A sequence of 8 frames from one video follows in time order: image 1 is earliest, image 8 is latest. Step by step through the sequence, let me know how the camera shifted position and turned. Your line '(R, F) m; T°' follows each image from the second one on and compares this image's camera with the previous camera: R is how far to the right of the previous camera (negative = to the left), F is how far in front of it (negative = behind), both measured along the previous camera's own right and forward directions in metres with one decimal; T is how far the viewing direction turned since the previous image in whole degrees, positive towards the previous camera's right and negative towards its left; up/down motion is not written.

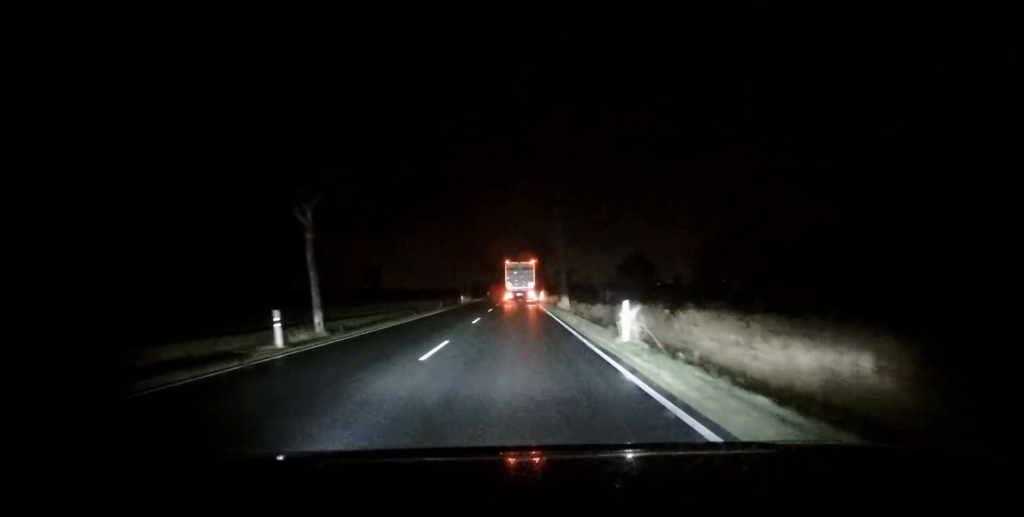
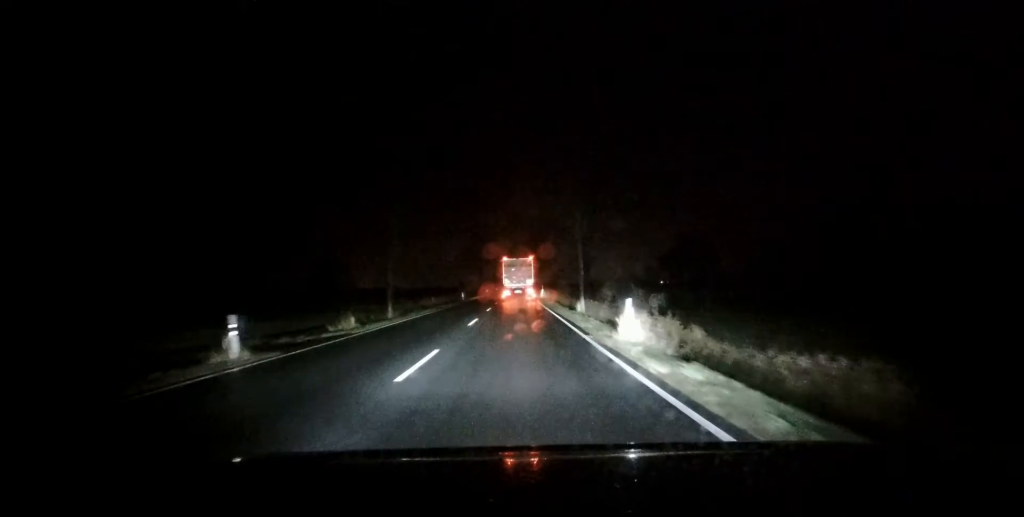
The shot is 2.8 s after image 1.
(0.0, +50.8) m; -1°
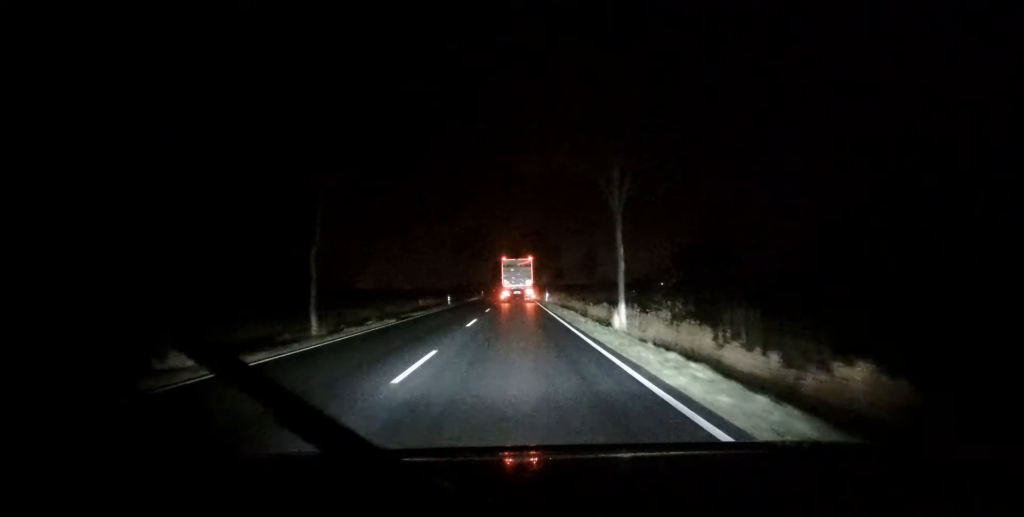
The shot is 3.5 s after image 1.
(-0.1, +12.2) m; 0°
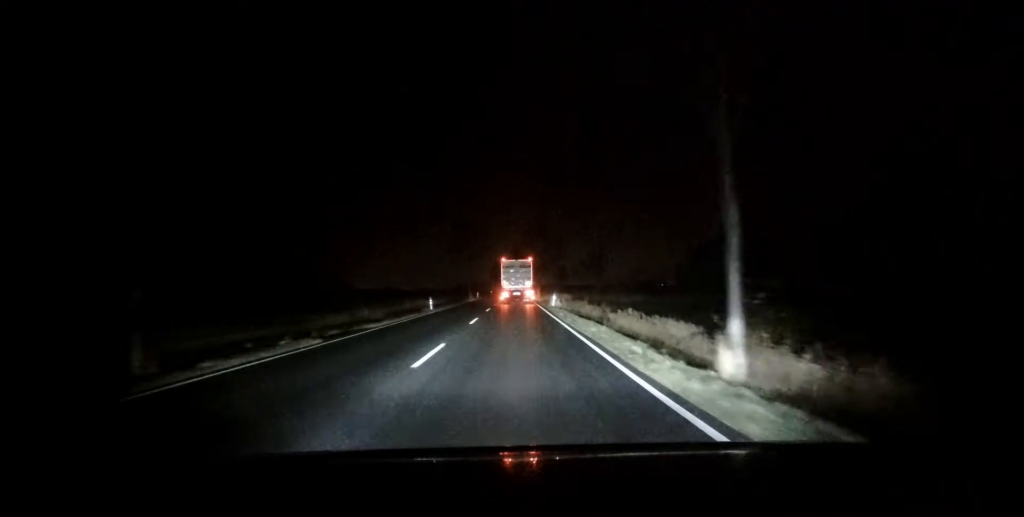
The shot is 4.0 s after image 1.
(-0.2, +10.3) m; 0°
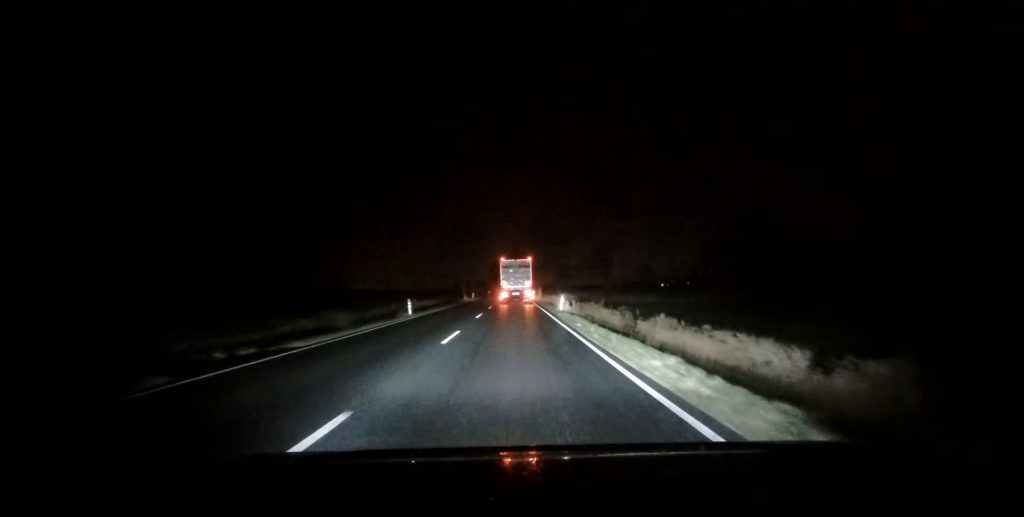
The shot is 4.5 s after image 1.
(+0.1, +7.9) m; 0°
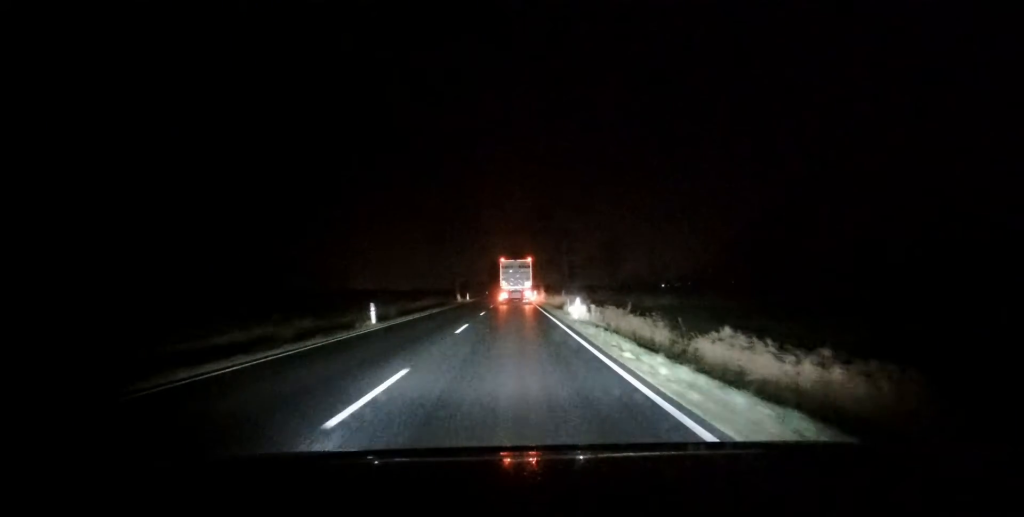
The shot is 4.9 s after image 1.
(+0.1, +8.6) m; 0°
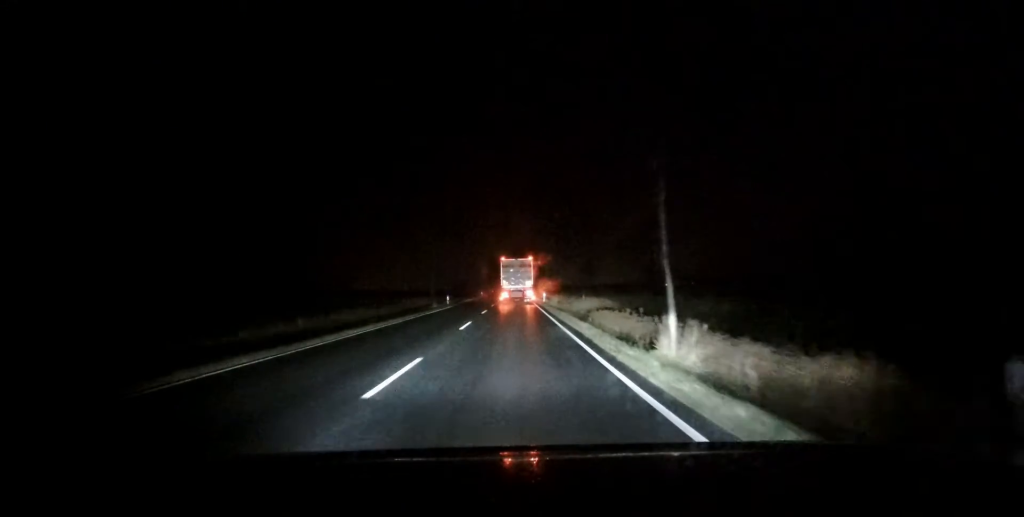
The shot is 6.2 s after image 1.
(+0.1, +22.5) m; 0°
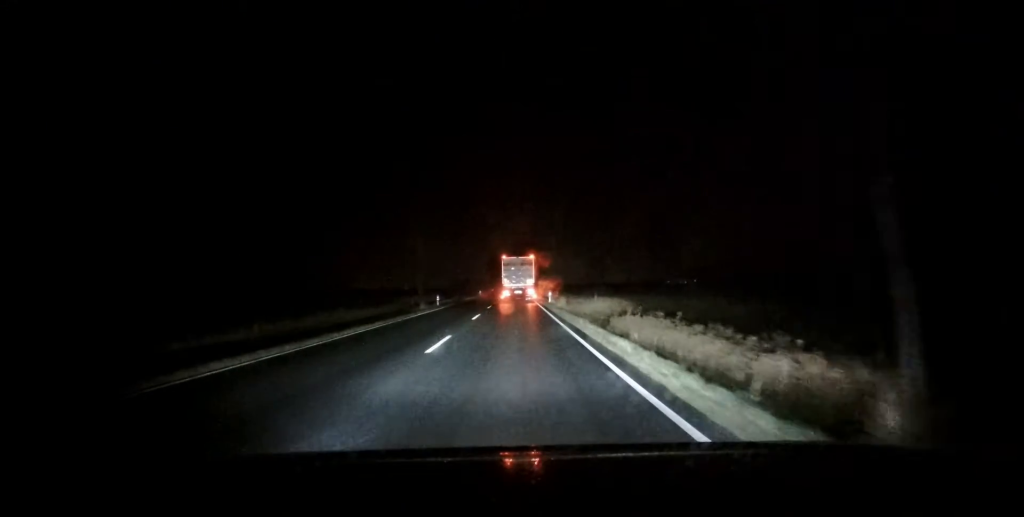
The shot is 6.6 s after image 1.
(0.0, +7.2) m; 0°
